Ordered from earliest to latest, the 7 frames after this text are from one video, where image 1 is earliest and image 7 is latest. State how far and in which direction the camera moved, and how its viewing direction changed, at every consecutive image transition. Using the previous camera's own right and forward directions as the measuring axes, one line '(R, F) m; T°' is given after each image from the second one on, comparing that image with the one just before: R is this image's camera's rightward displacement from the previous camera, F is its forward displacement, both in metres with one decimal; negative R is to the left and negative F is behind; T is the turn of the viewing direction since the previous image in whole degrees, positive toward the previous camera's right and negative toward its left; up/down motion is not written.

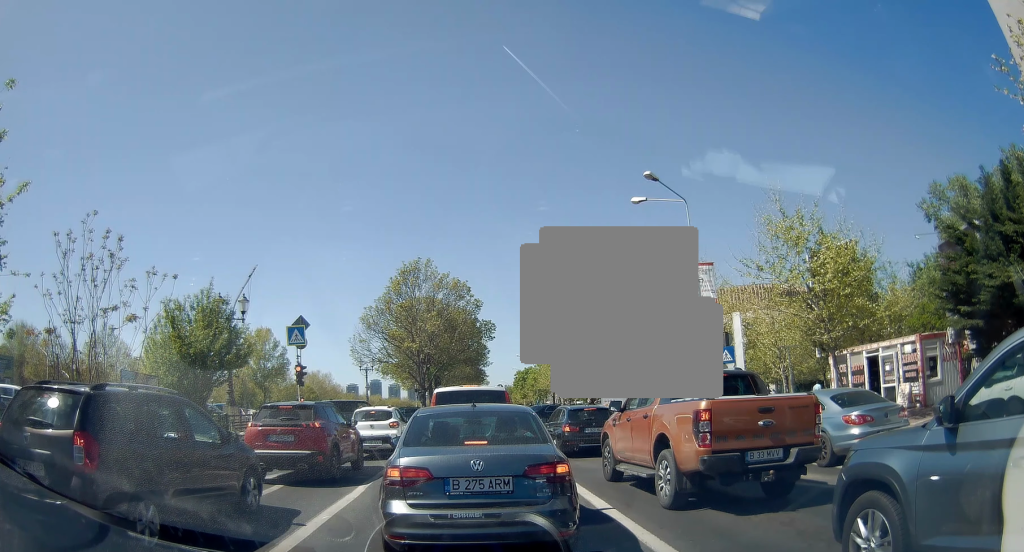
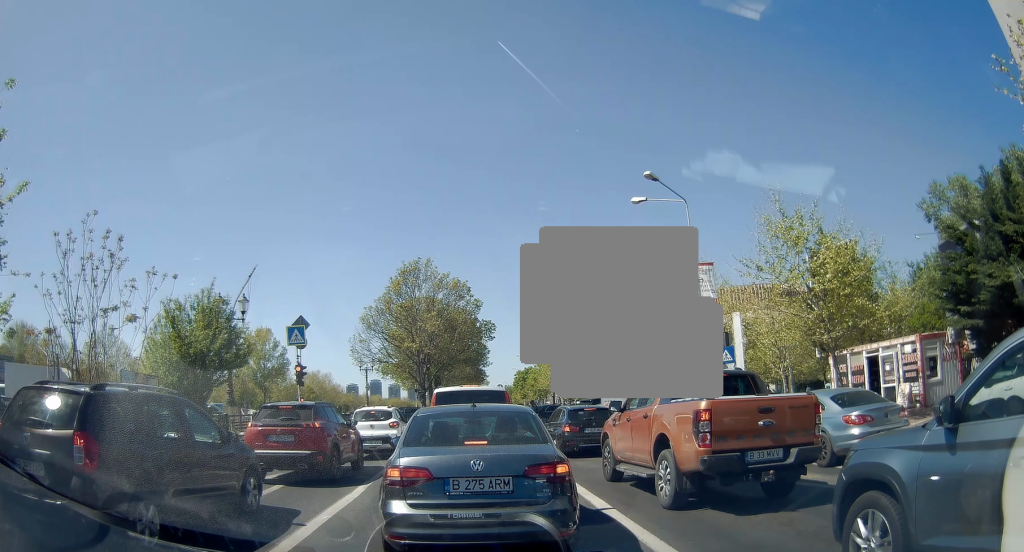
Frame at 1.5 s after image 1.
(0.0, 0.0) m; 0°
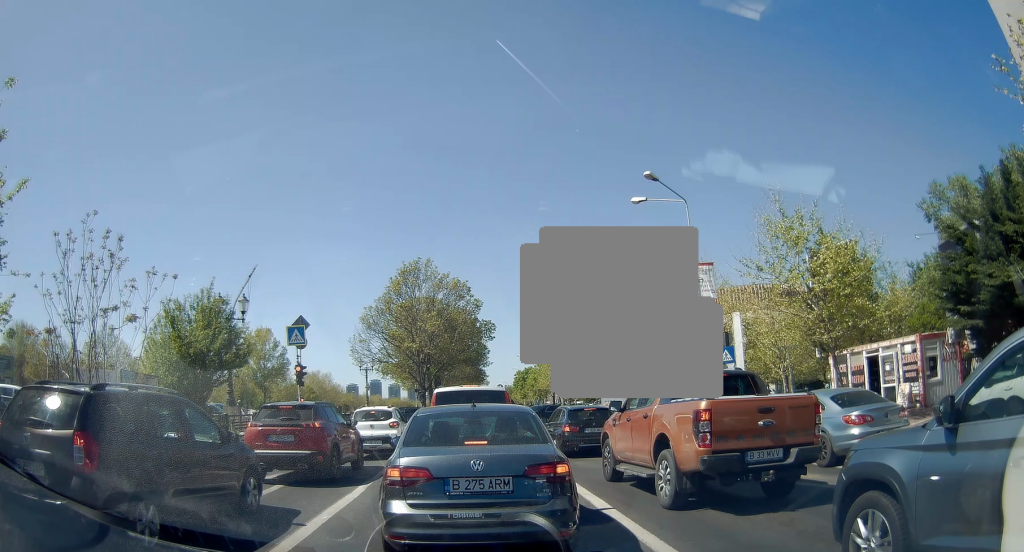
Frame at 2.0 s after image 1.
(0.0, 0.0) m; 0°
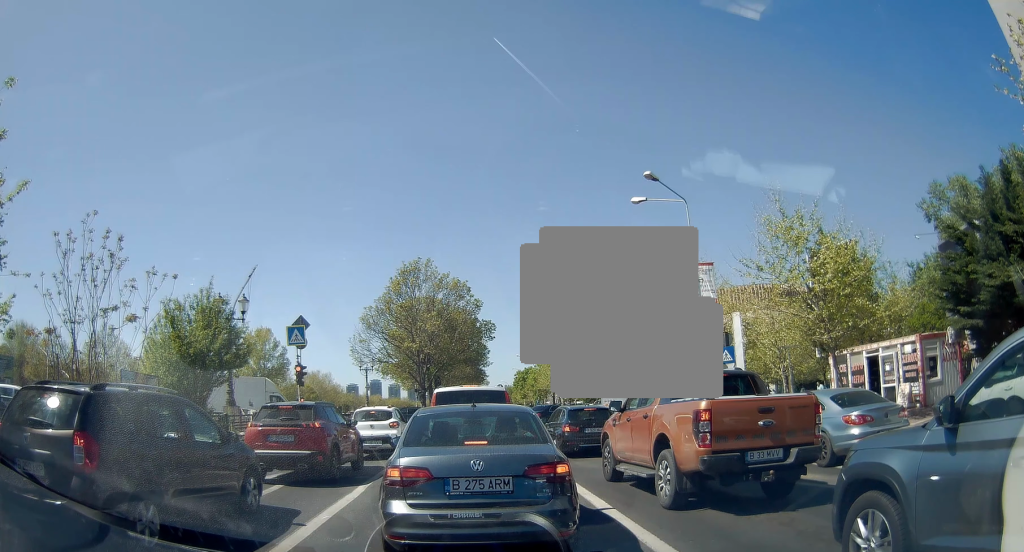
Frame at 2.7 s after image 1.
(0.0, 0.0) m; 0°
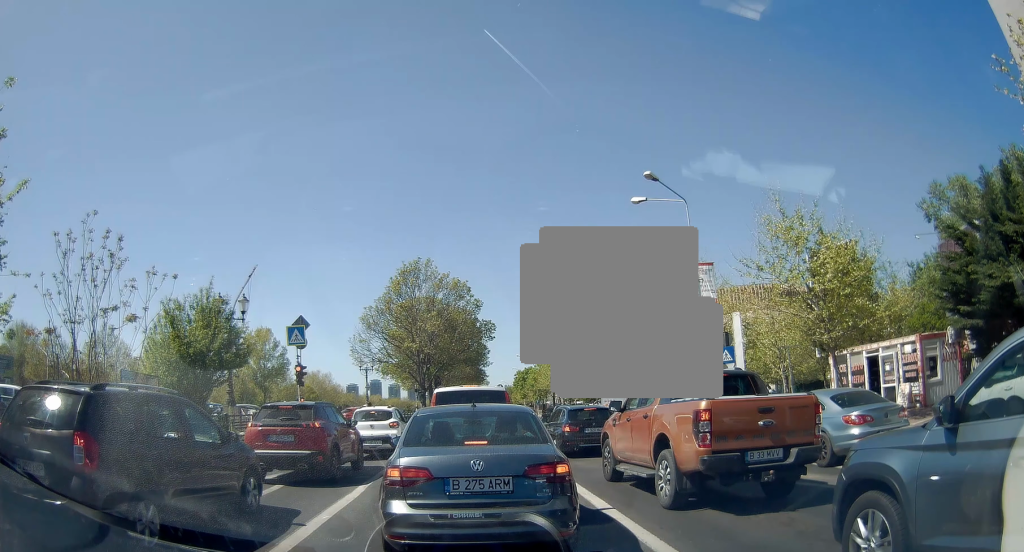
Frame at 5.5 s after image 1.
(0.0, 0.0) m; 0°
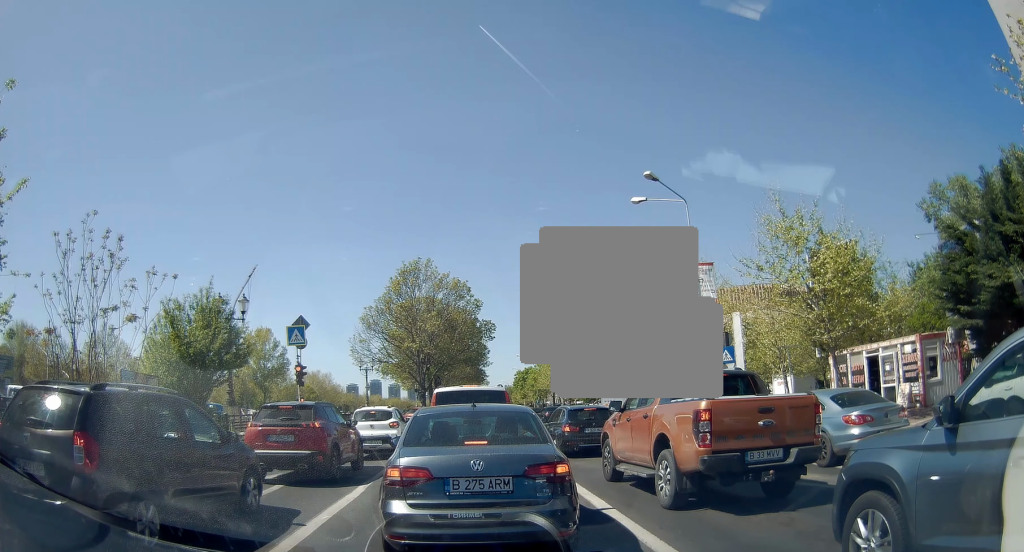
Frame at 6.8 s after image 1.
(0.0, 0.0) m; 0°
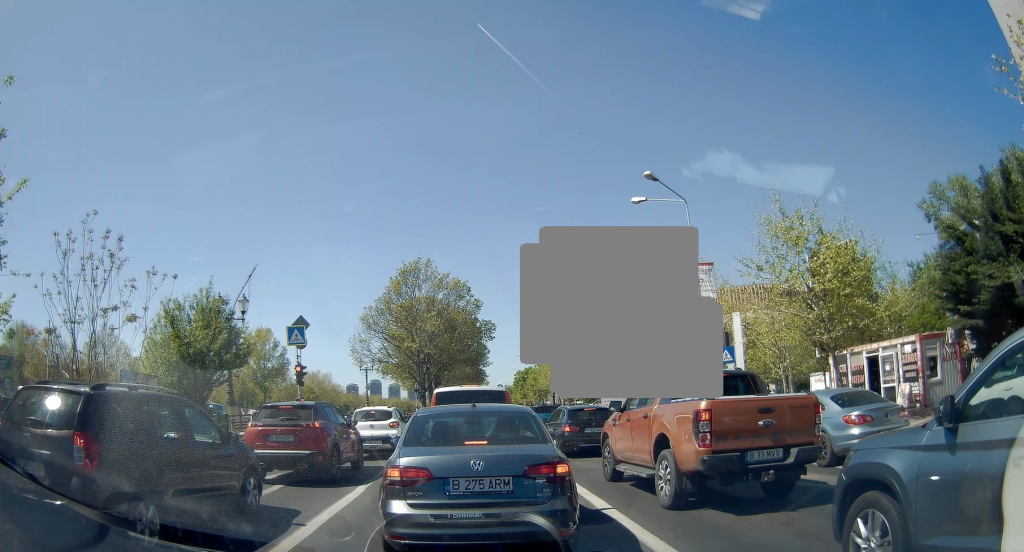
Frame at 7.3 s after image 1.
(0.0, 0.0) m; 0°
